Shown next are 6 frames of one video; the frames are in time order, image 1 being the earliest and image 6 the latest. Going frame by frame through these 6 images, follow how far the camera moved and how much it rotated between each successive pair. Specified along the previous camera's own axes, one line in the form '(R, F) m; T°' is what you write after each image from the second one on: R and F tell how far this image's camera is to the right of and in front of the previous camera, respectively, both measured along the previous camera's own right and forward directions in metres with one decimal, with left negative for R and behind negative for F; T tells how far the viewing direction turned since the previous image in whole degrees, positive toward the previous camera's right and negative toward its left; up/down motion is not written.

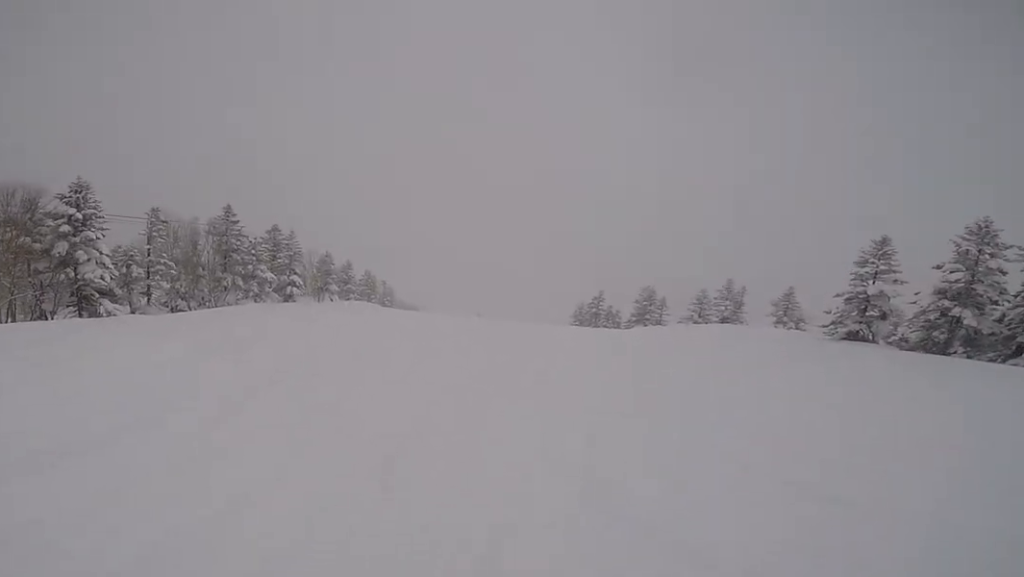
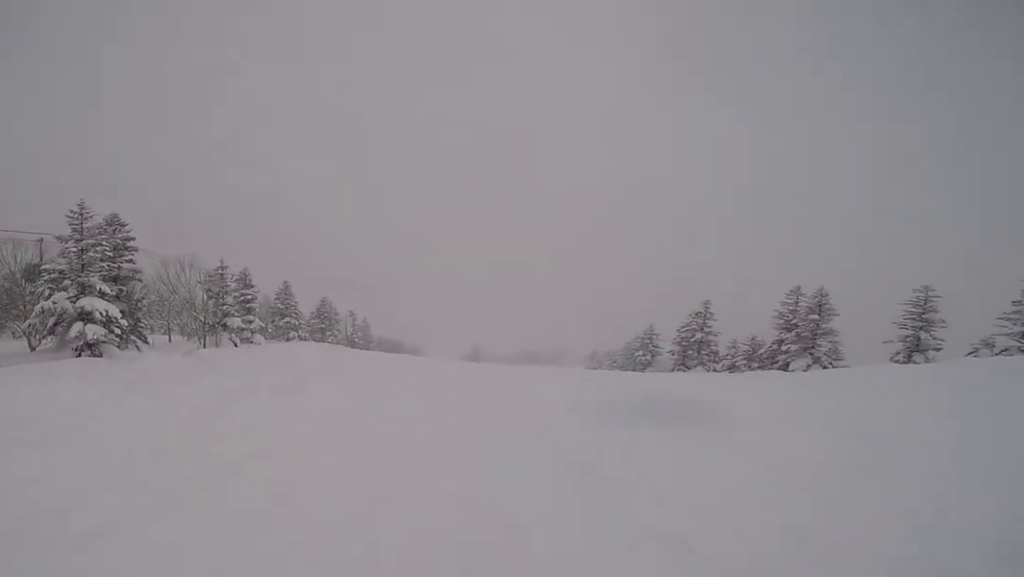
(-0.7, +26.8) m; -10°
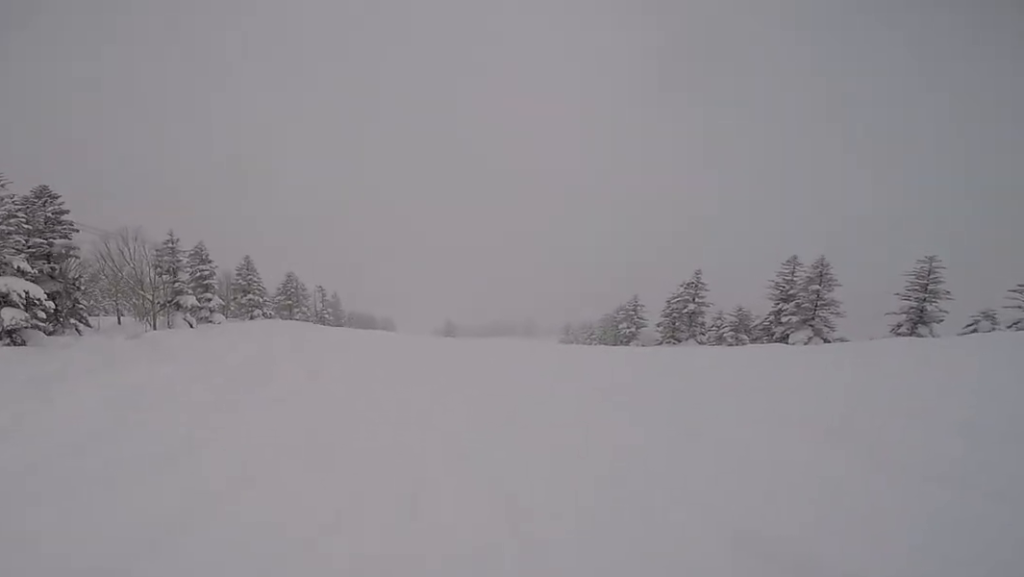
(+0.2, +2.7) m; +2°
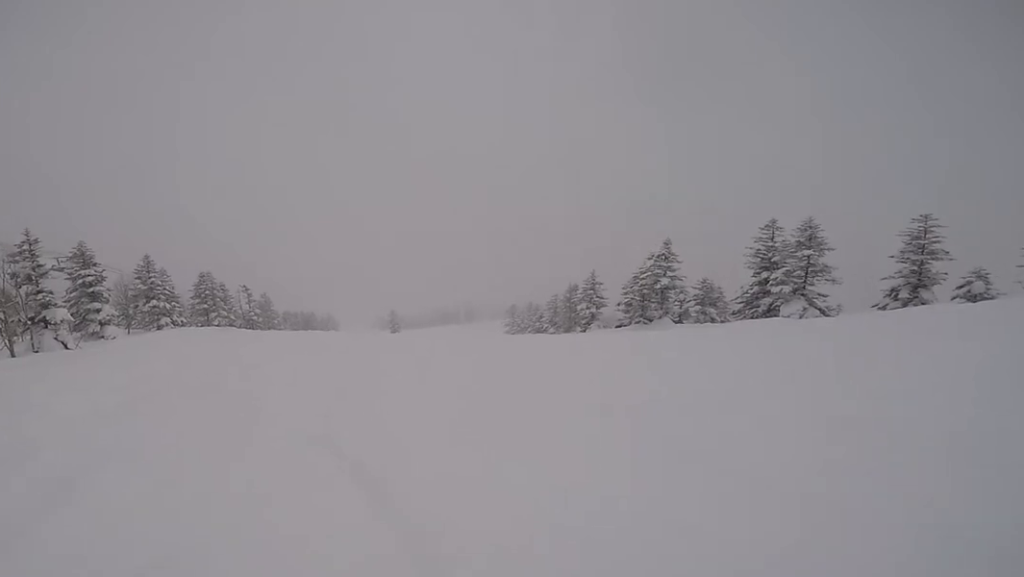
(+0.2, +5.5) m; +3°
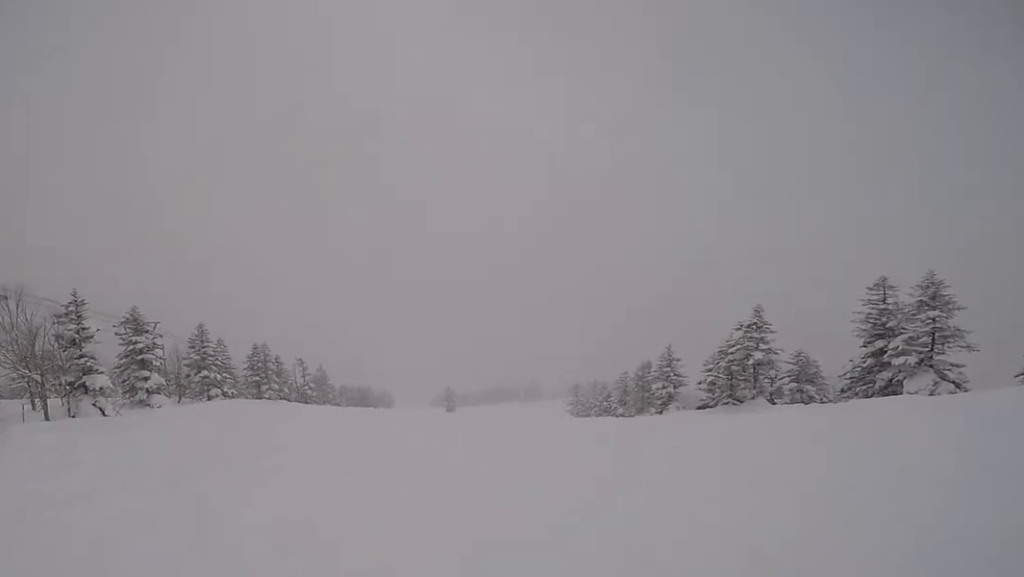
(0.0, +2.5) m; 0°
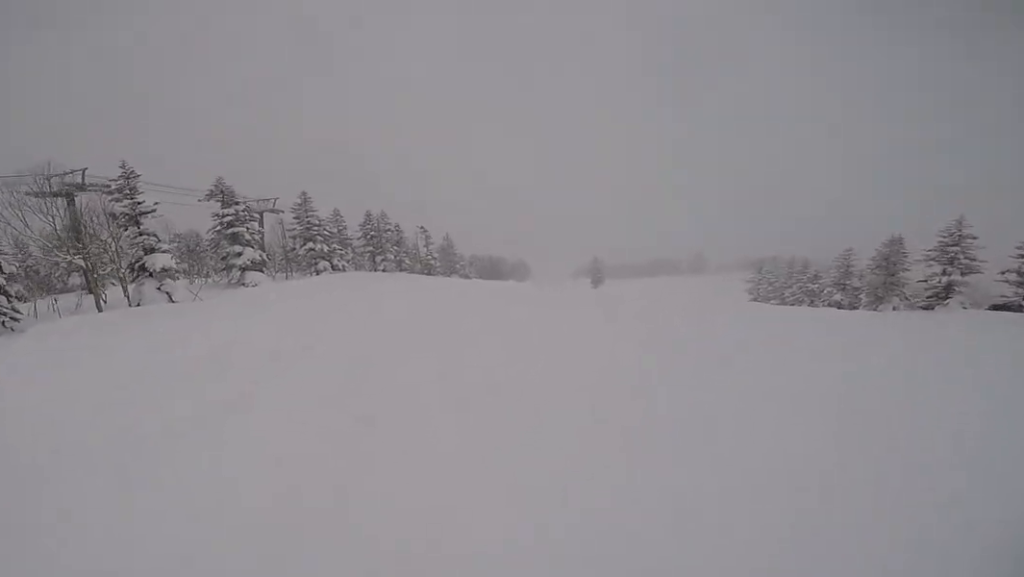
(0.0, +7.7) m; 0°
